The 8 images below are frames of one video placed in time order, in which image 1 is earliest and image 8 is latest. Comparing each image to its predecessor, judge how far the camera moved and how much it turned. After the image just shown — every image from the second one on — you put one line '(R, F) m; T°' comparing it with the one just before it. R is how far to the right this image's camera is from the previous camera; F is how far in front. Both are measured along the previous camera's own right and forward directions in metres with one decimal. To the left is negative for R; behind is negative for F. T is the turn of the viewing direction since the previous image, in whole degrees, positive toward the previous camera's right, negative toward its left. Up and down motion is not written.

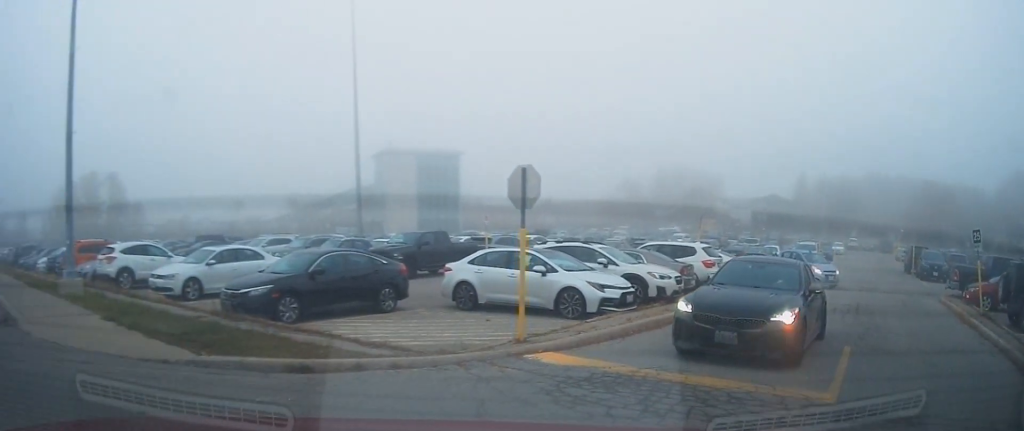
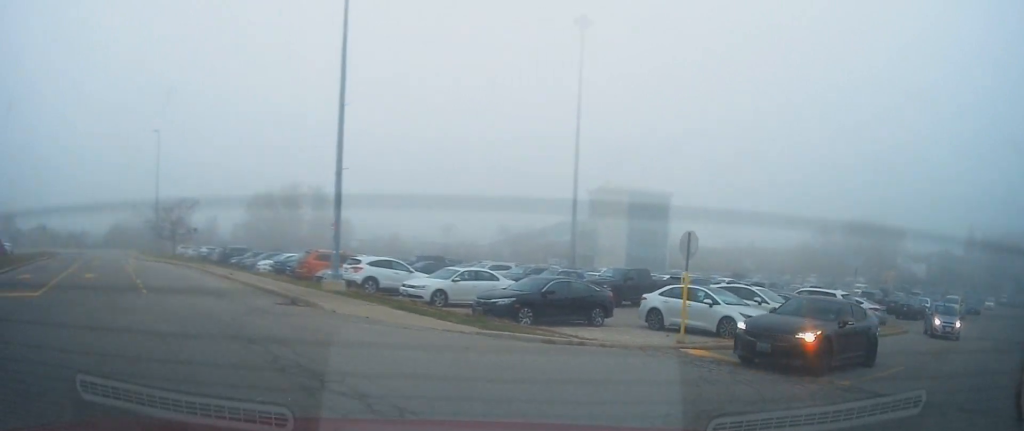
(-0.8, +4.7) m; -18°
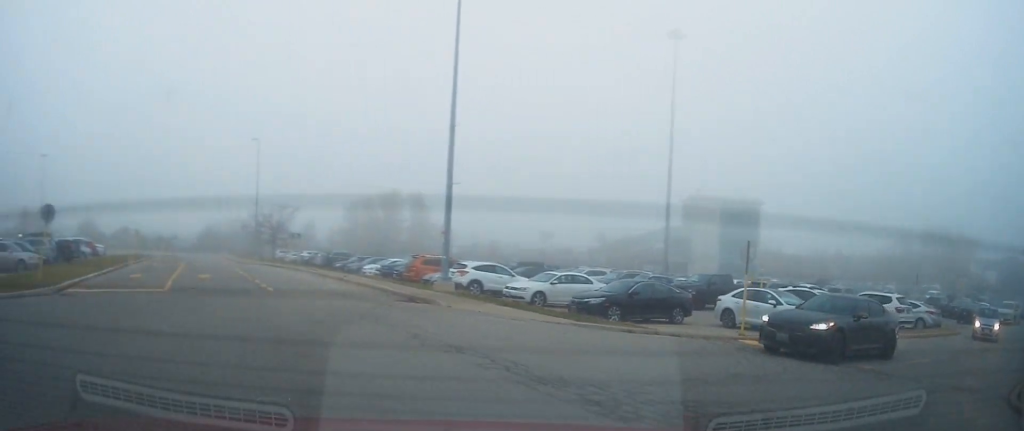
(0.0, +2.3) m; -7°
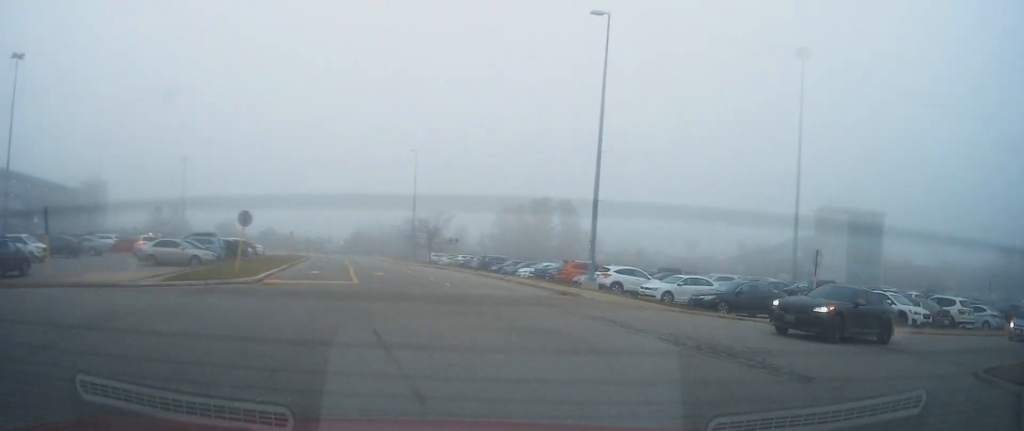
(-0.6, +4.7) m; -12°
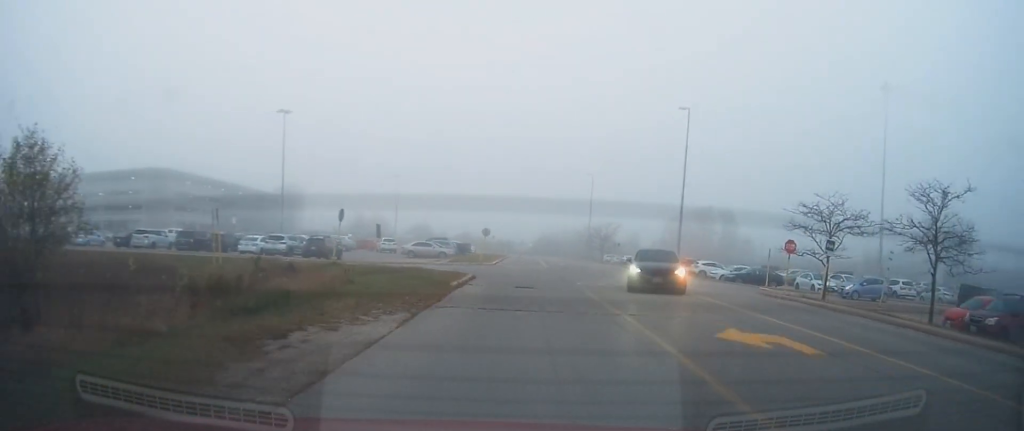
(-4.9, +21.3) m; -21°
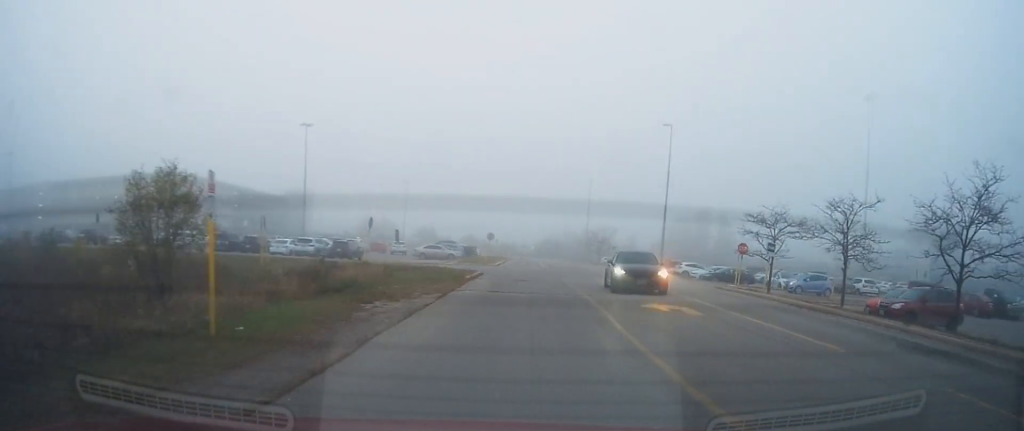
(-0.5, +6.6) m; +2°
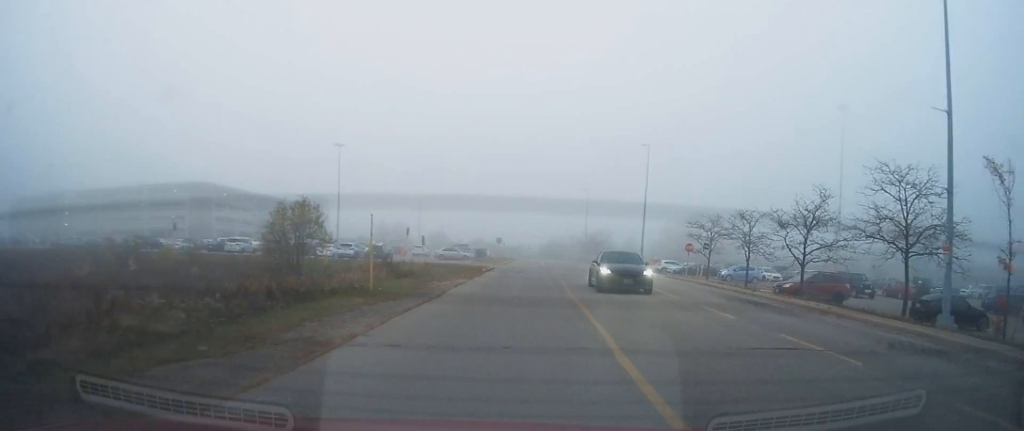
(+0.4, +11.2) m; +5°
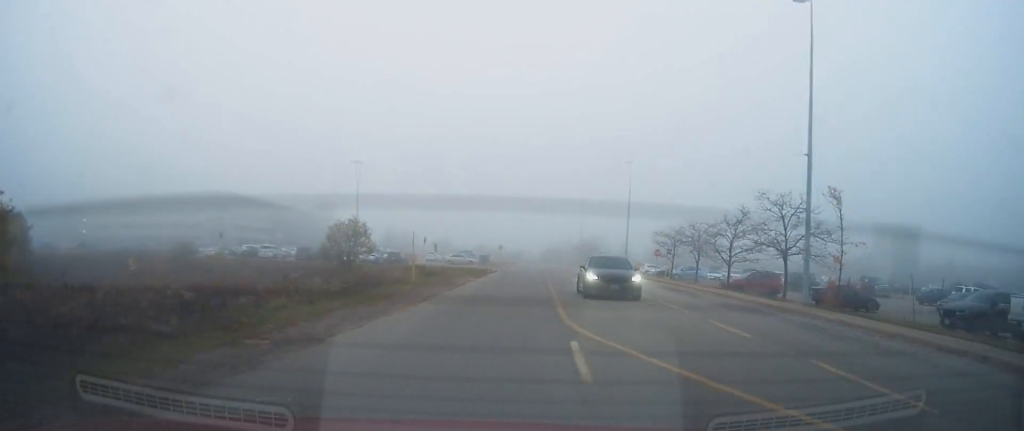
(+0.5, +9.4) m; +1°
